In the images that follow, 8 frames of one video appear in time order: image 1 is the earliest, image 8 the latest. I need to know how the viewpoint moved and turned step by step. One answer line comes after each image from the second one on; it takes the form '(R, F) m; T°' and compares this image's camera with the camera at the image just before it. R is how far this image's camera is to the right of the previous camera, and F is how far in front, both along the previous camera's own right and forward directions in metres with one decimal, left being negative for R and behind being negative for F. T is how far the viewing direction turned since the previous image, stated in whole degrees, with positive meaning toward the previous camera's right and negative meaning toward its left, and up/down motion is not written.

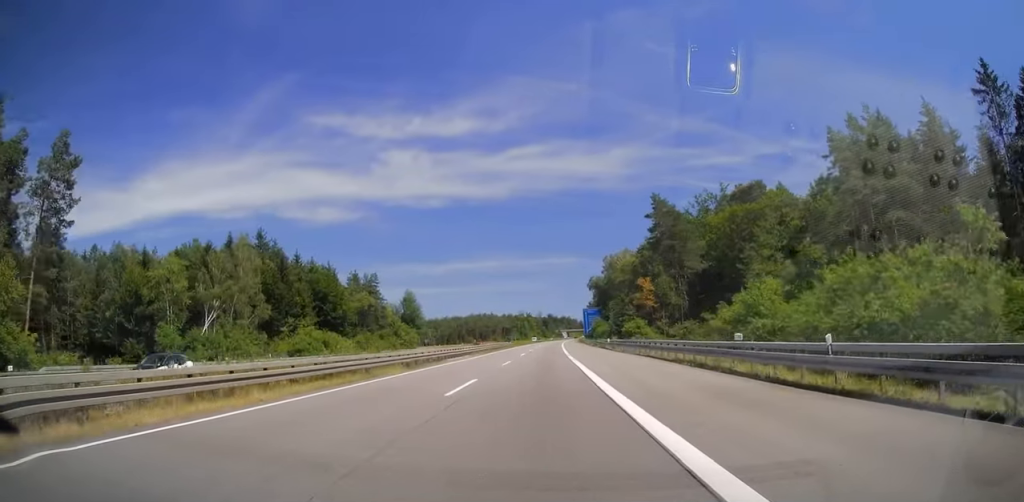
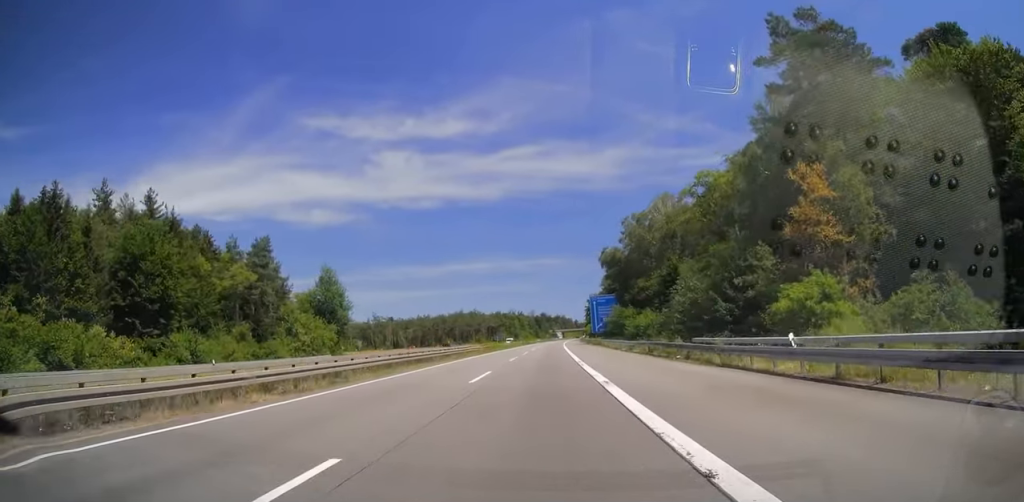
(+0.2, +49.9) m; +1°
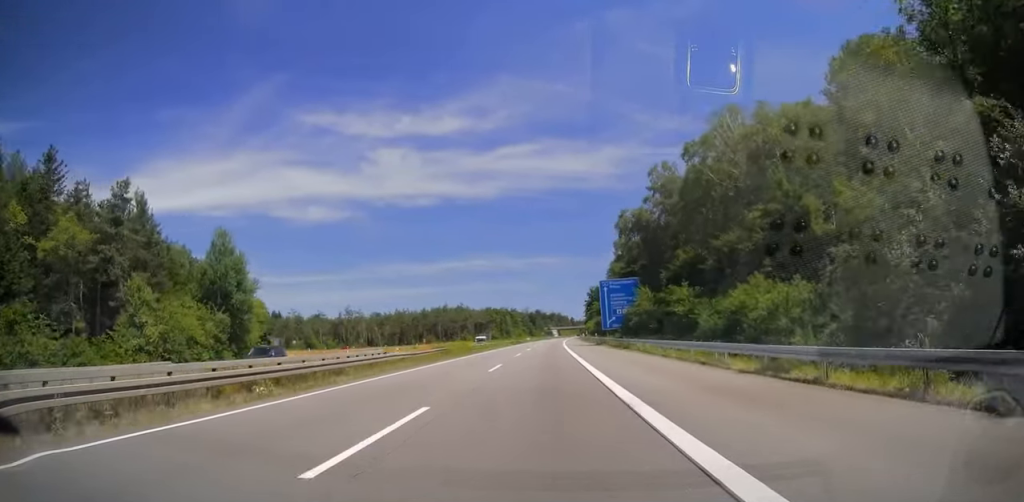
(+0.1, +30.9) m; +1°
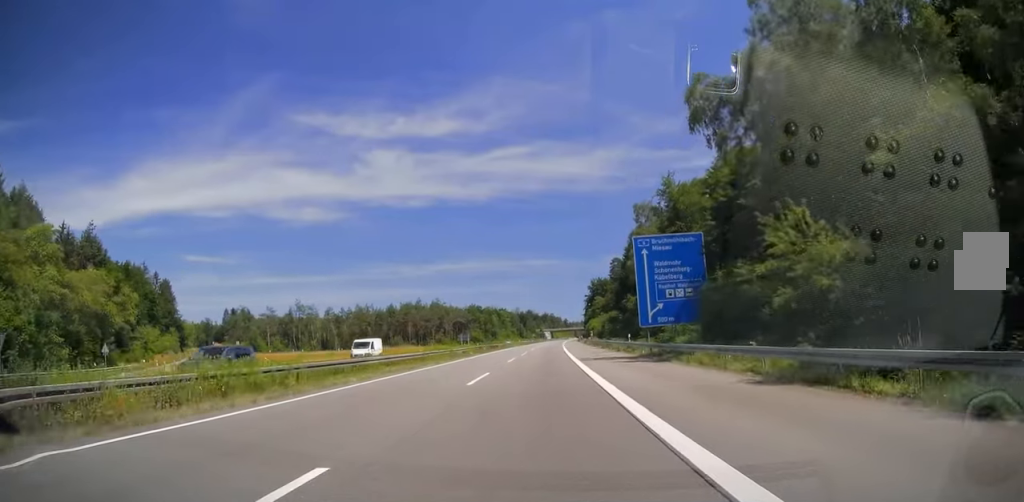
(+0.5, +41.3) m; +1°
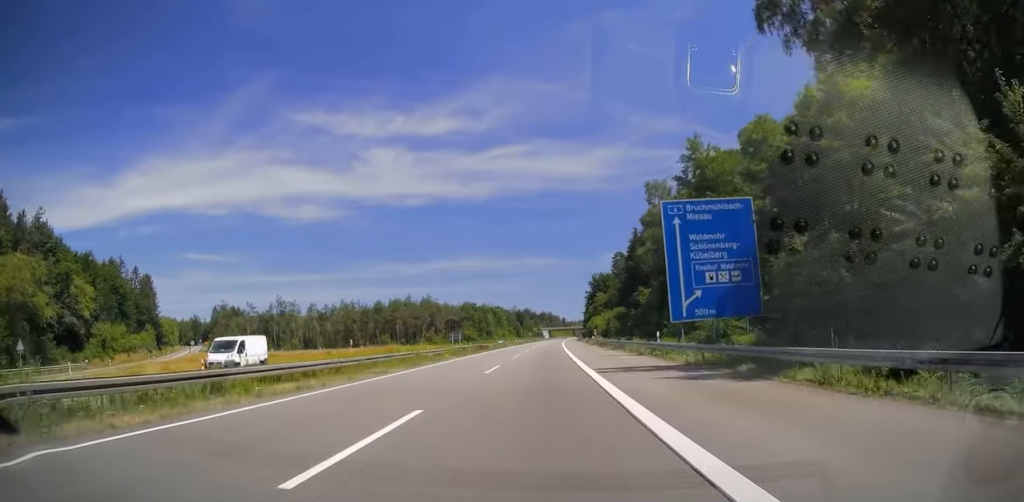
(+0.1, +12.9) m; 0°
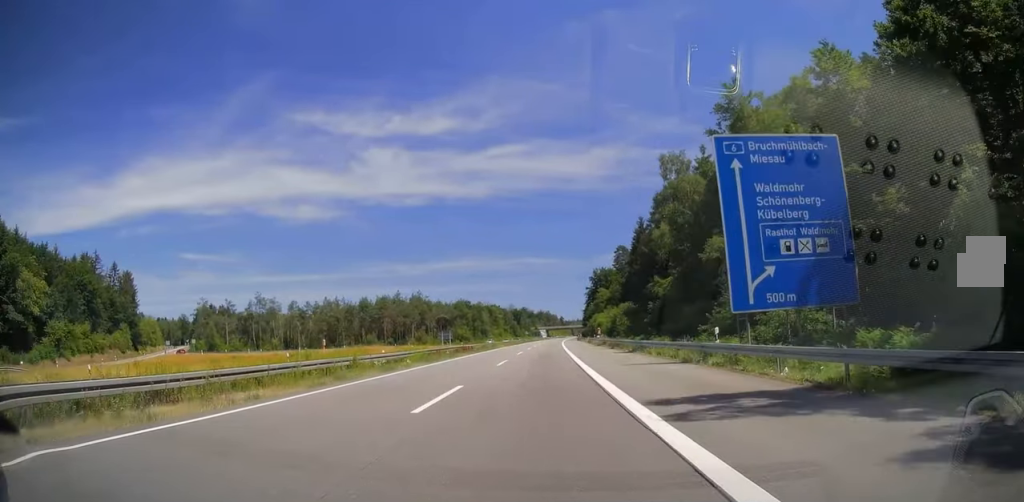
(0.0, +12.4) m; 0°
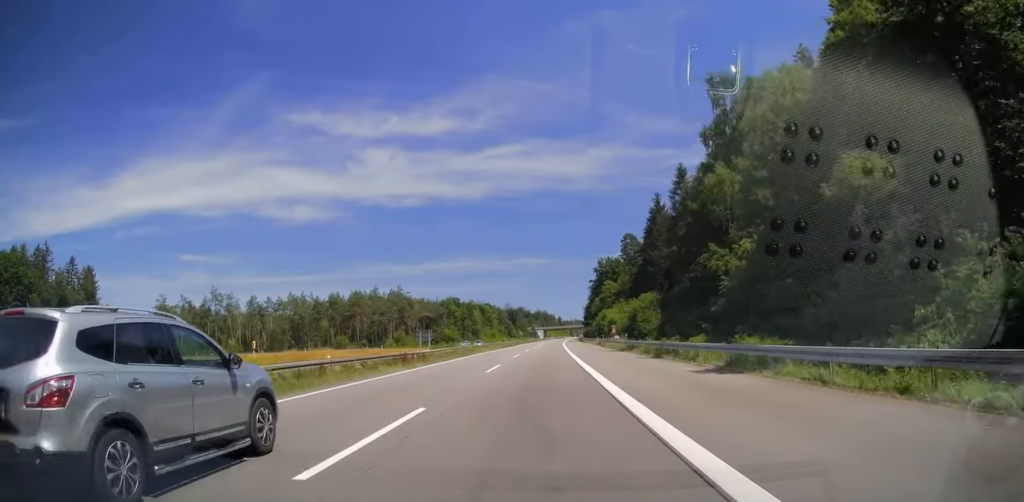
(-0.4, +23.2) m; +1°
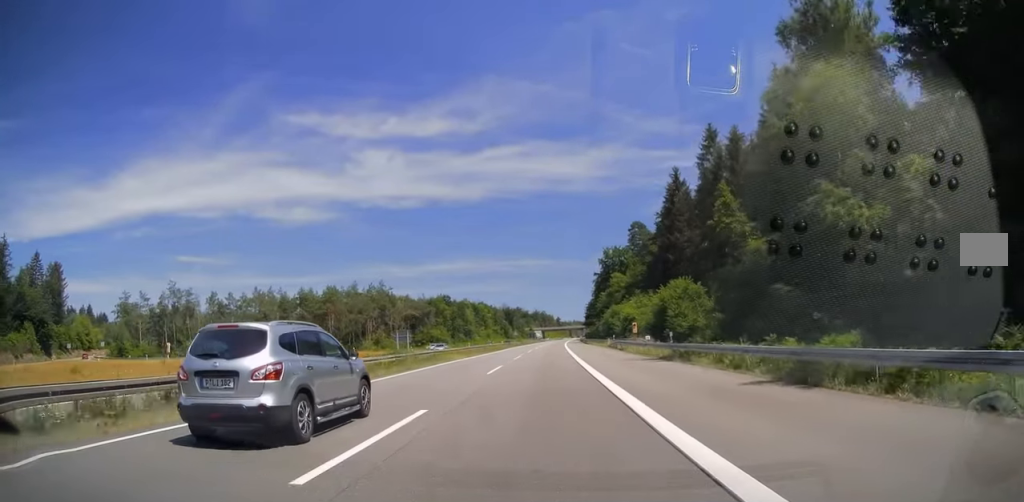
(+0.4, +18.0) m; 0°
